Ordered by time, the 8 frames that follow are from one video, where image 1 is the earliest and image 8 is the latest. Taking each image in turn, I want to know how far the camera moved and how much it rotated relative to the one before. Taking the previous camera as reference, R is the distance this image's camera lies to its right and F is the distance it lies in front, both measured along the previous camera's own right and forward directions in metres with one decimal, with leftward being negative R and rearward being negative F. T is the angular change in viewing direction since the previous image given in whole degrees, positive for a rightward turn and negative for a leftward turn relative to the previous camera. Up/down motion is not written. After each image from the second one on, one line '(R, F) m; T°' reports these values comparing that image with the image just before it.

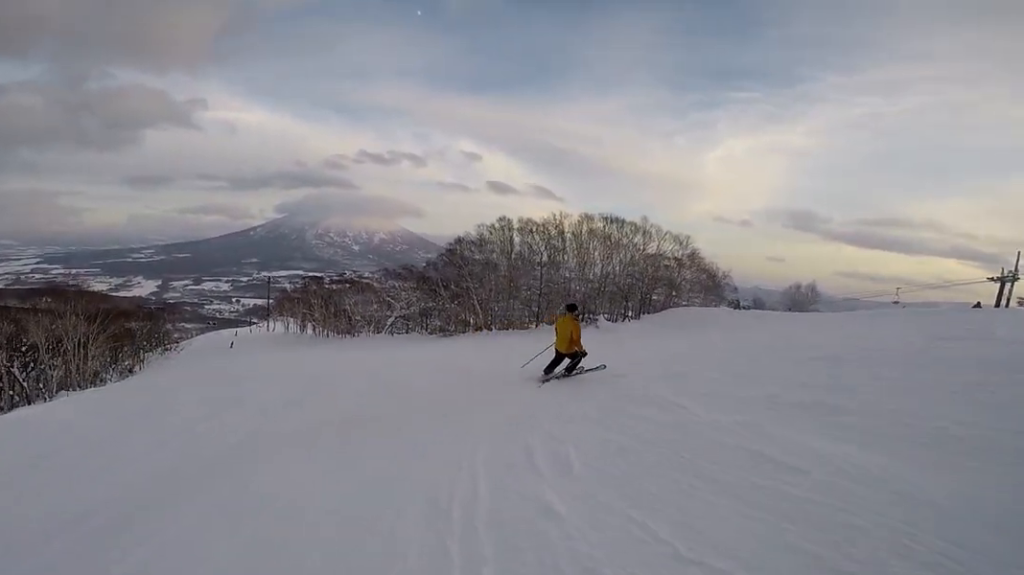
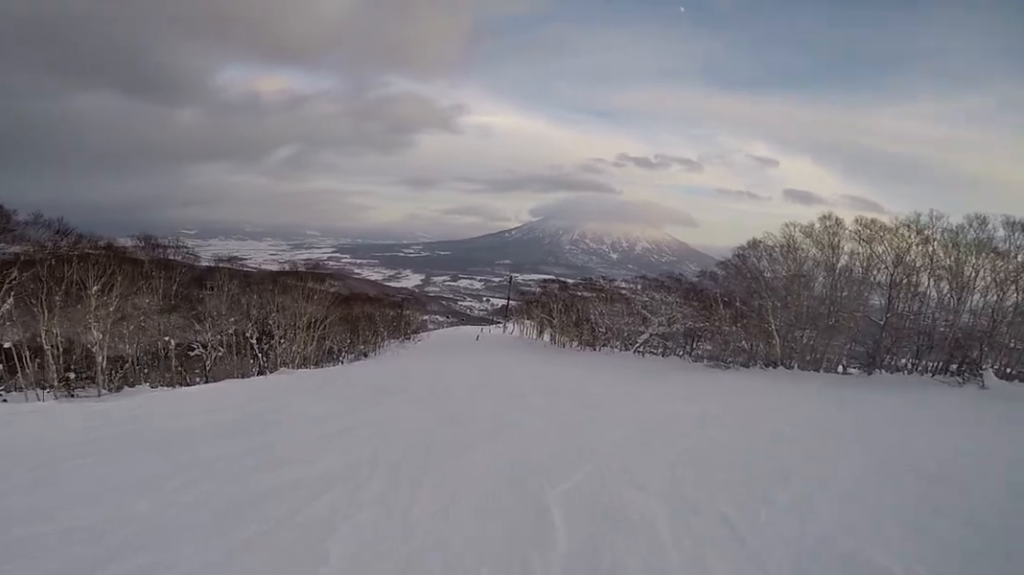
(-2.6, +9.4) m; -27°
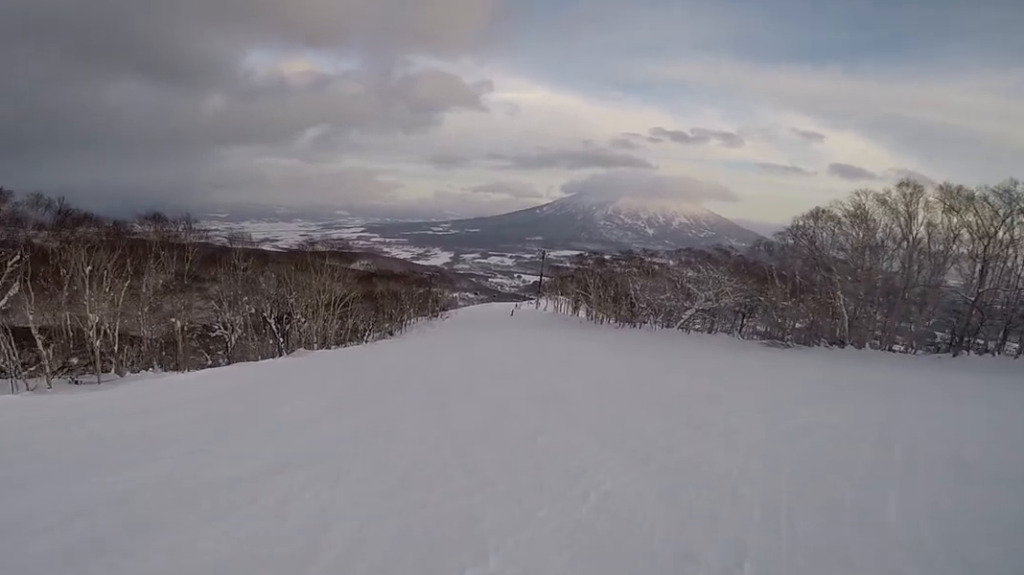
(-0.1, +3.5) m; +2°
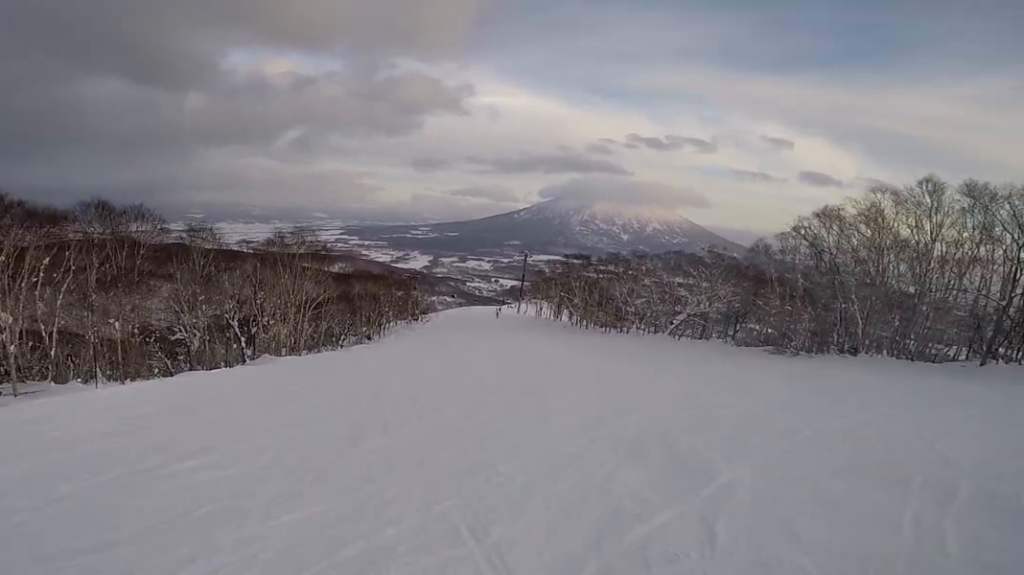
(-0.3, +4.3) m; +8°
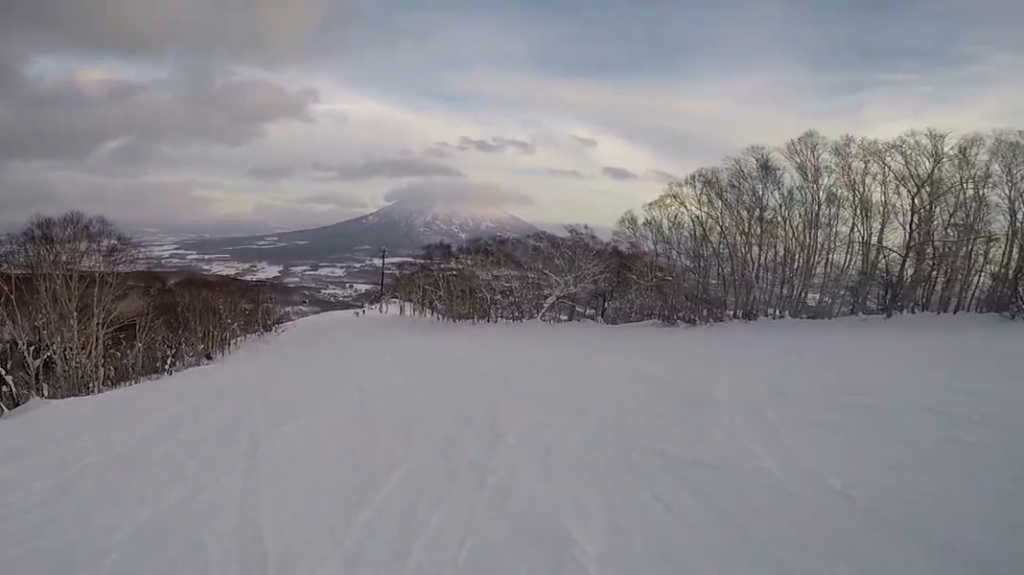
(+2.2, +8.5) m; +19°
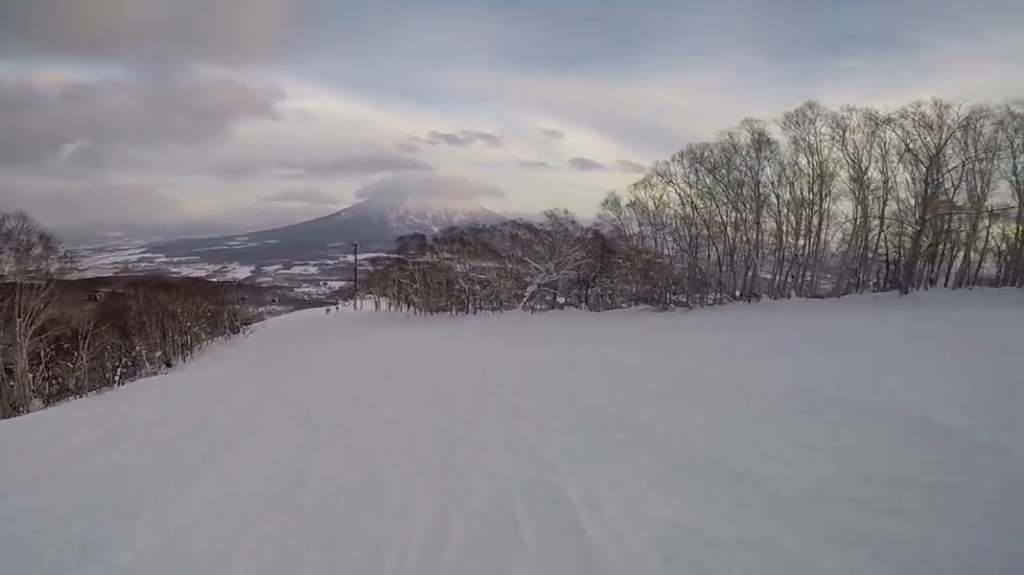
(+0.6, +3.6) m; -3°
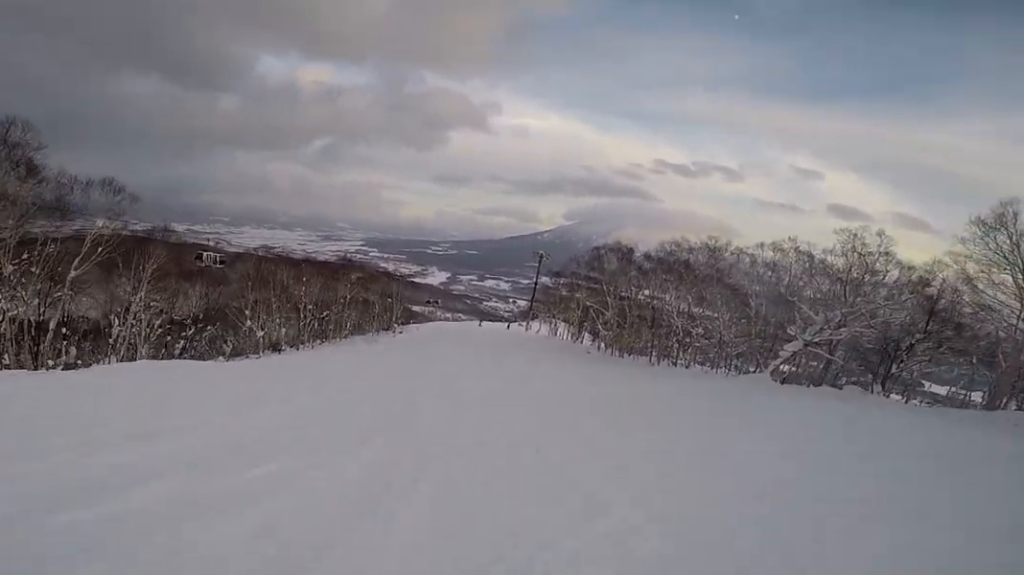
(-3.7, +15.0) m; -21°
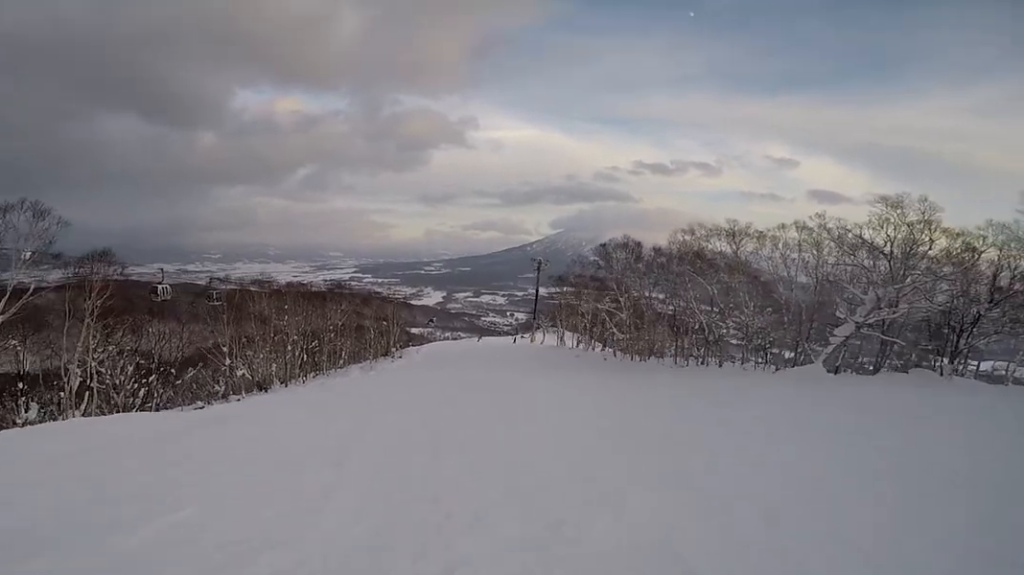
(-0.1, +5.0) m; +1°
